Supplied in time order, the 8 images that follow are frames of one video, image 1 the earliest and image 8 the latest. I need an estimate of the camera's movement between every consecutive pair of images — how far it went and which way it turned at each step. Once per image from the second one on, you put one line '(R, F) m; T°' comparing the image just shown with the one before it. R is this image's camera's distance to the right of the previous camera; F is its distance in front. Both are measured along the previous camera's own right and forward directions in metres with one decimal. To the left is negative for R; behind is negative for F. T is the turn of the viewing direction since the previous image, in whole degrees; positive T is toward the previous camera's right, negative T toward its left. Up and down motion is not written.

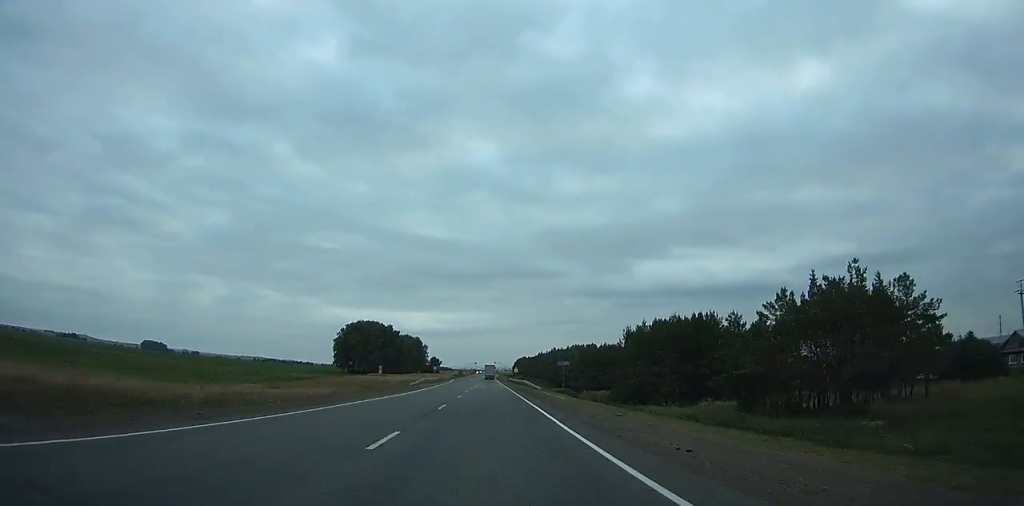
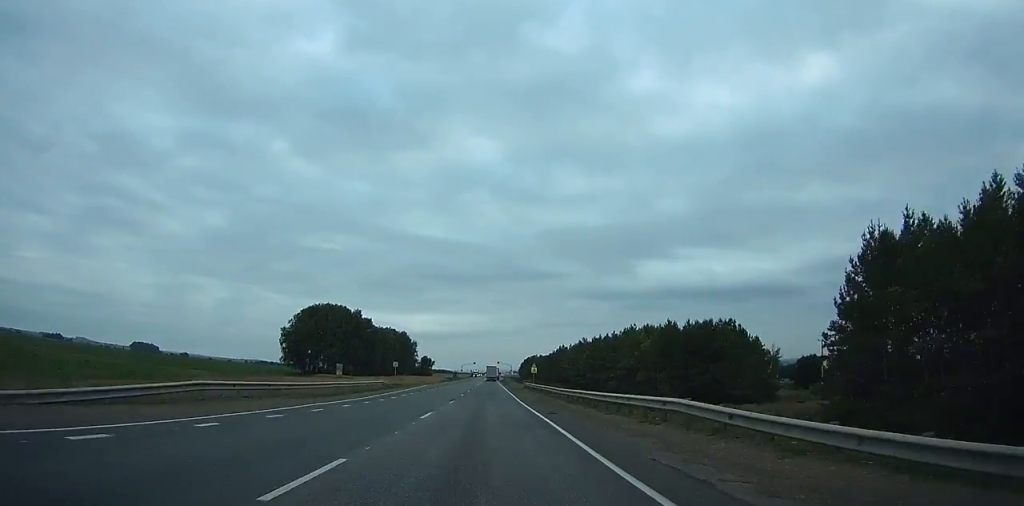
(+0.1, +64.6) m; 0°
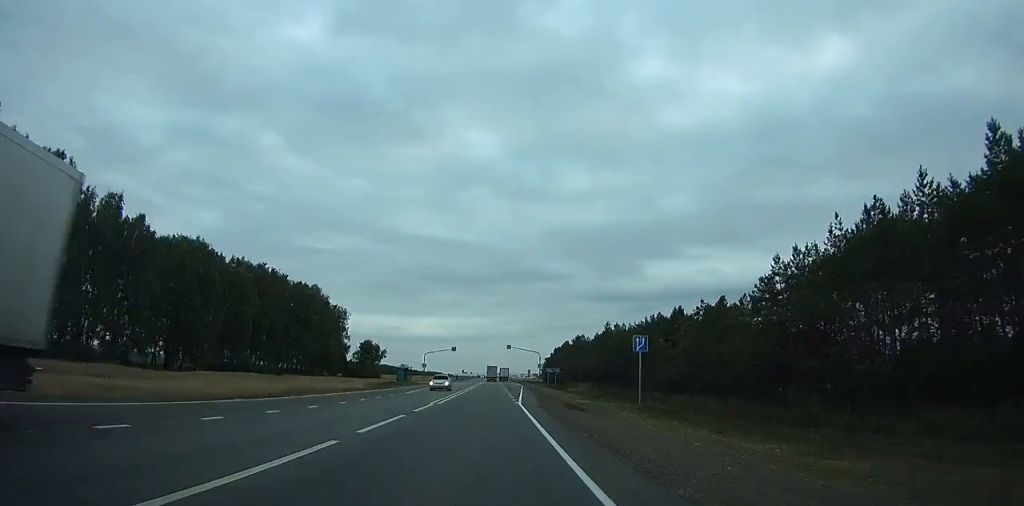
(0.0, +155.2) m; 0°
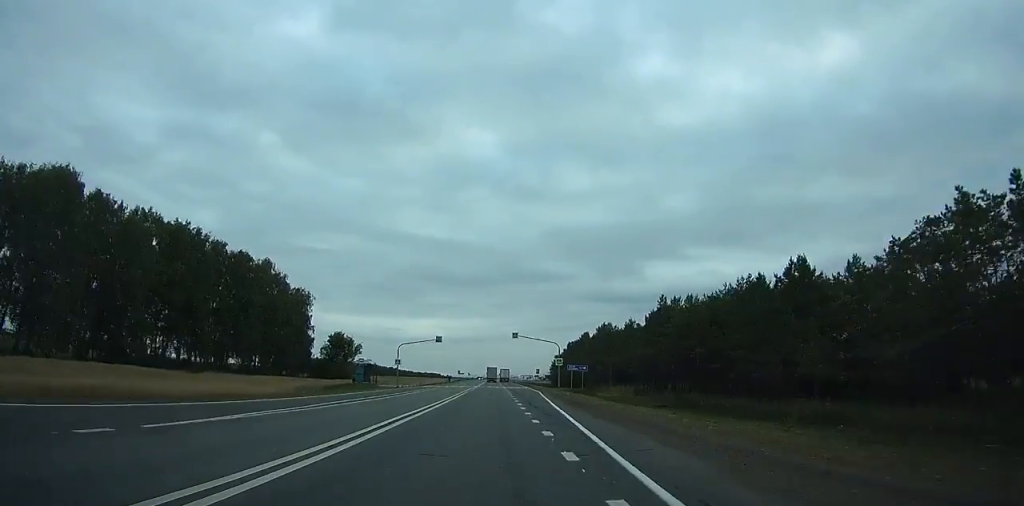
(0.0, +32.8) m; 0°
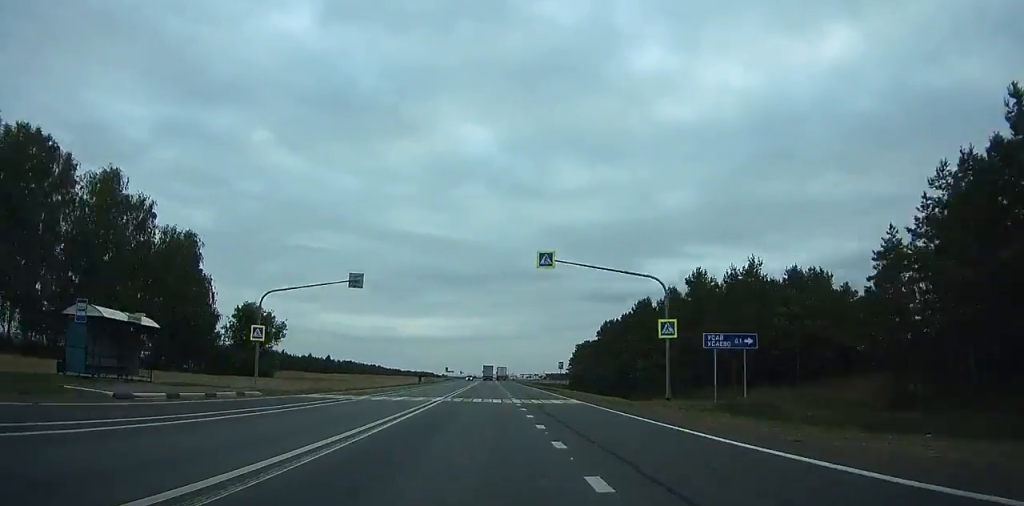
(0.0, +50.3) m; 0°
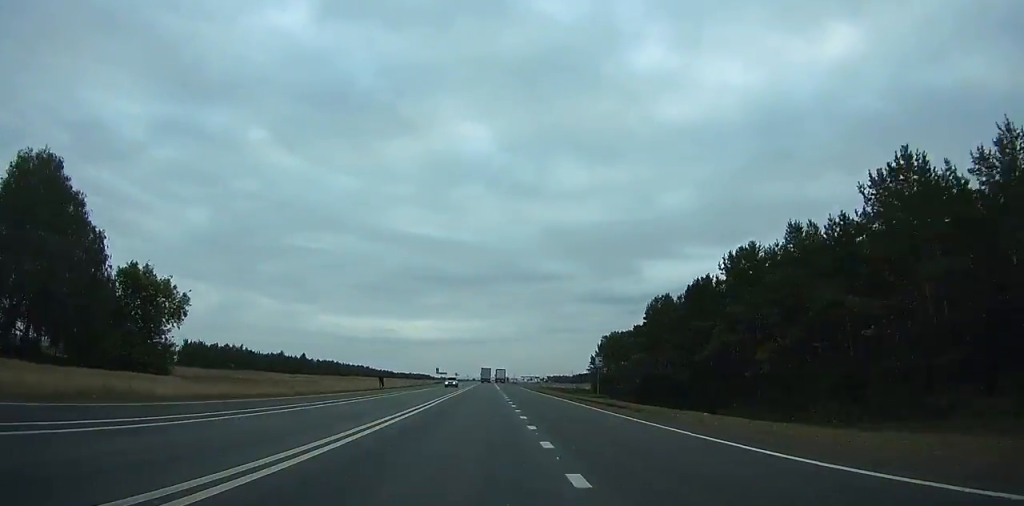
(+0.1, +30.8) m; 0°
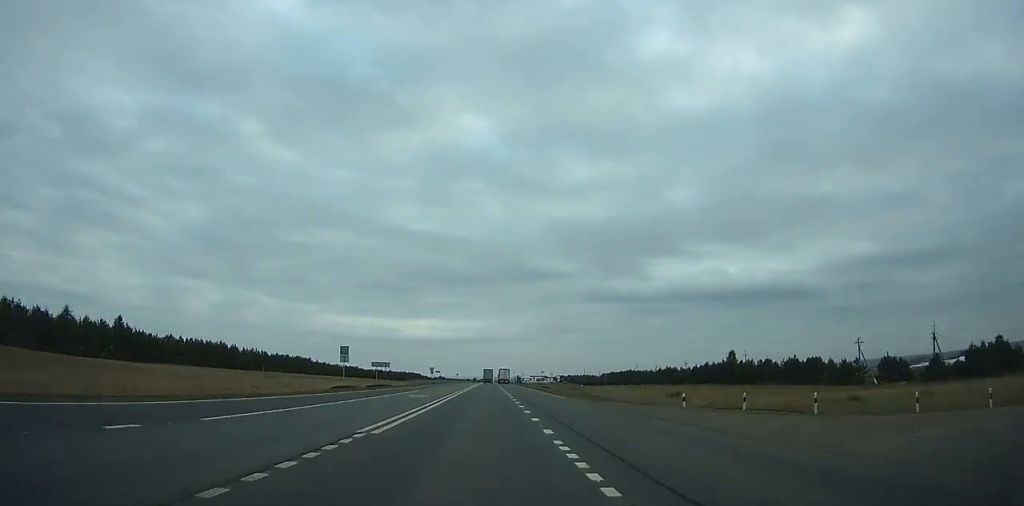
(-0.3, +110.6) m; 0°
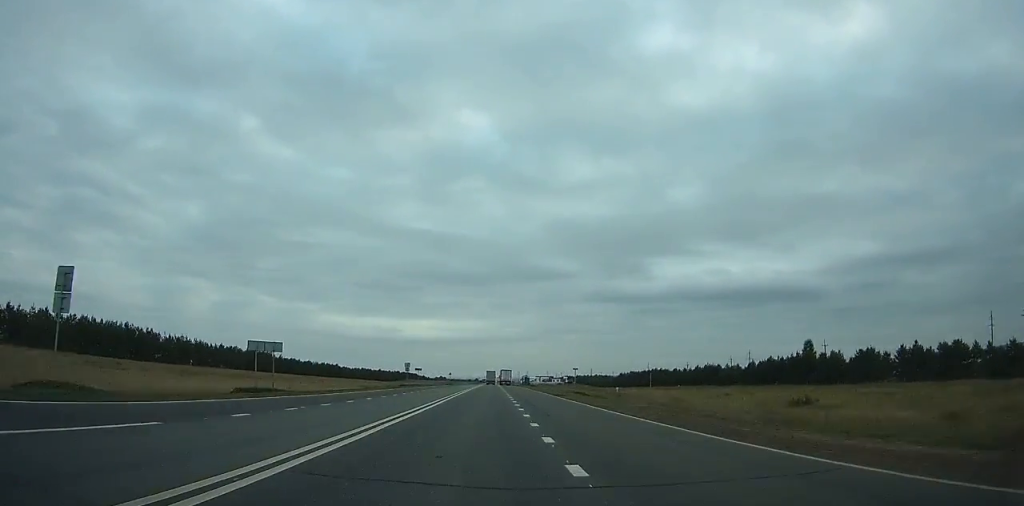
(+0.1, +42.1) m; 0°
